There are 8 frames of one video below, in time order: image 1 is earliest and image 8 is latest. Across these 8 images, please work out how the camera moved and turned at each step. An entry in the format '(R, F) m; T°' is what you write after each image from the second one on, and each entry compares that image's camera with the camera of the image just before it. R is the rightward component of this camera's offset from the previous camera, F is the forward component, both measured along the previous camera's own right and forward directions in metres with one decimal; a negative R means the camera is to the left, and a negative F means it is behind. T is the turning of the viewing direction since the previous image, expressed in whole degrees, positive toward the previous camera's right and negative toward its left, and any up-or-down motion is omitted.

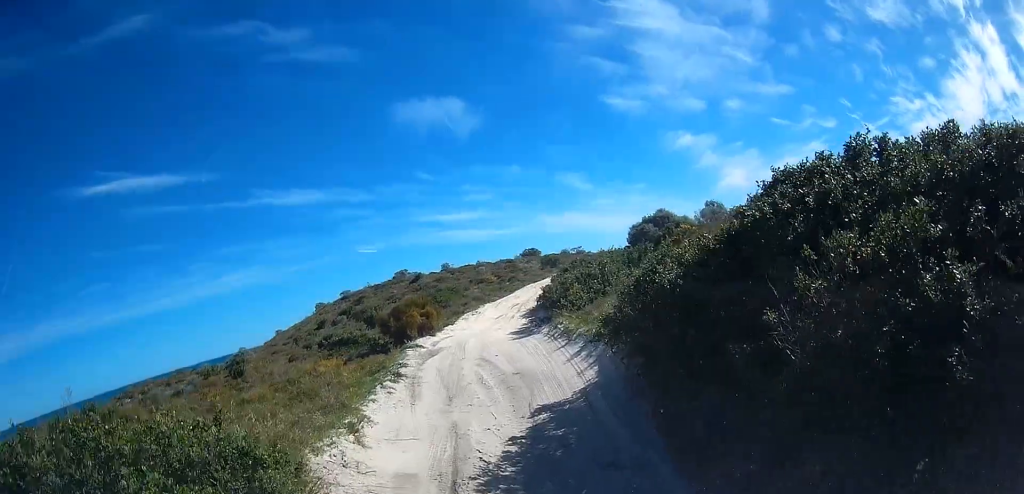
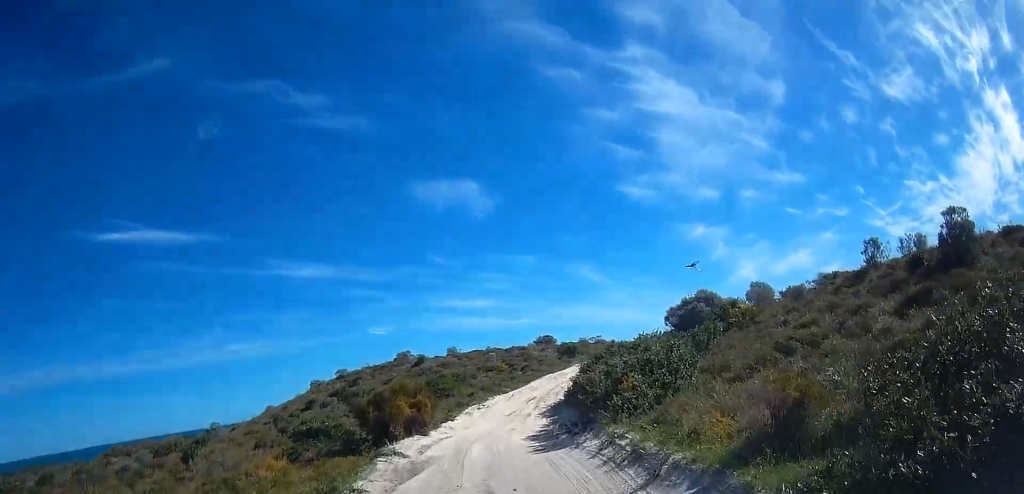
(-0.4, +4.7) m; -6°
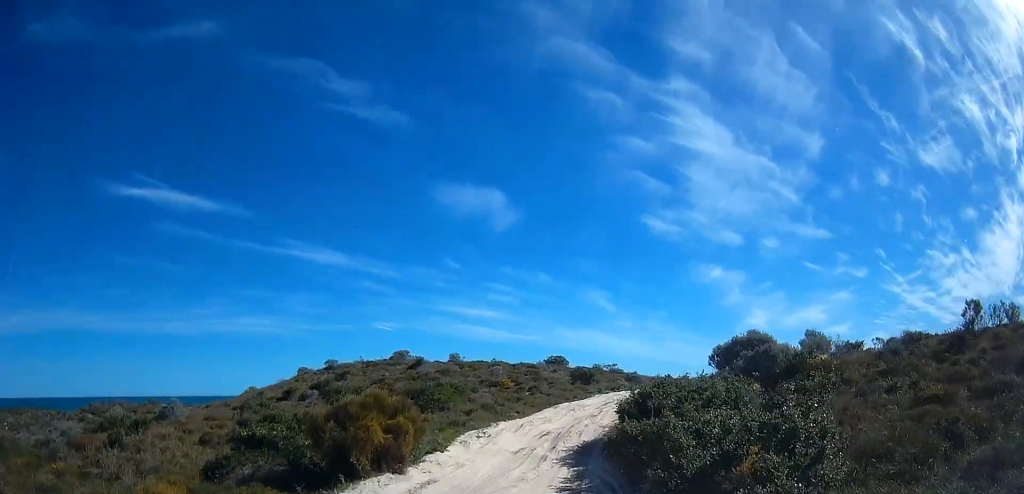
(0.0, +4.2) m; +3°
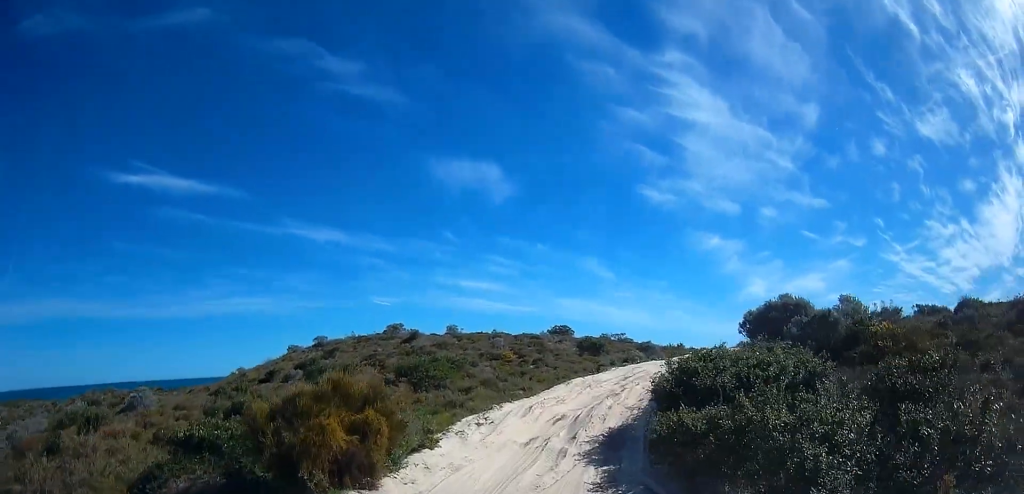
(+0.1, +2.7) m; +3°
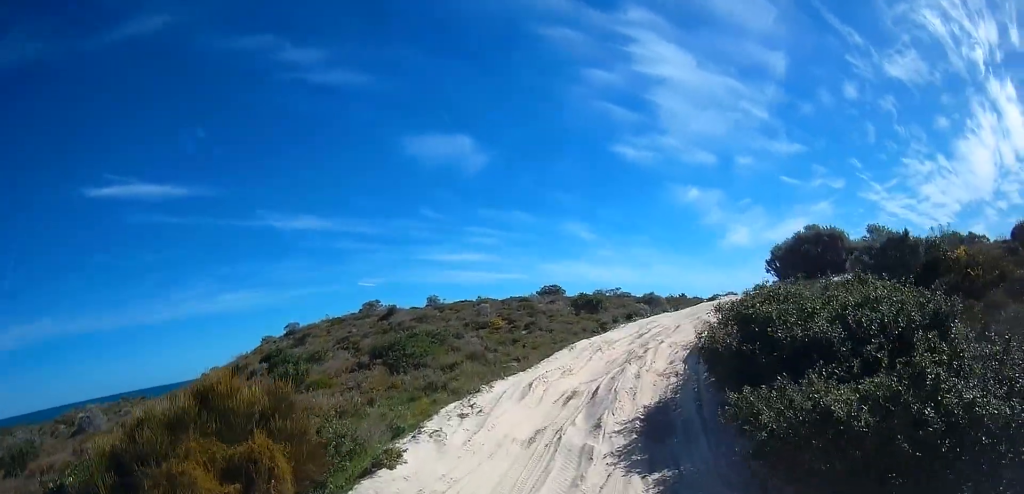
(-0.1, +3.0) m; +2°
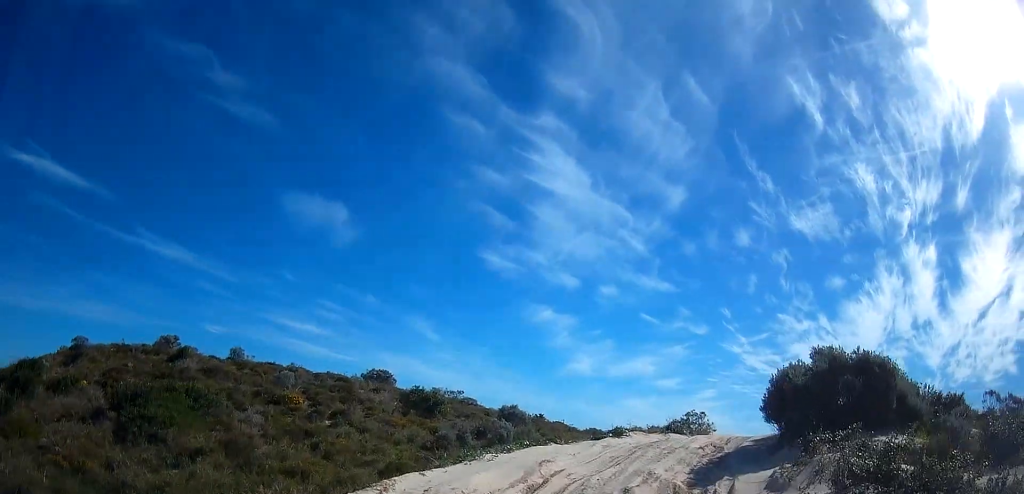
(+0.4, +7.5) m; +7°
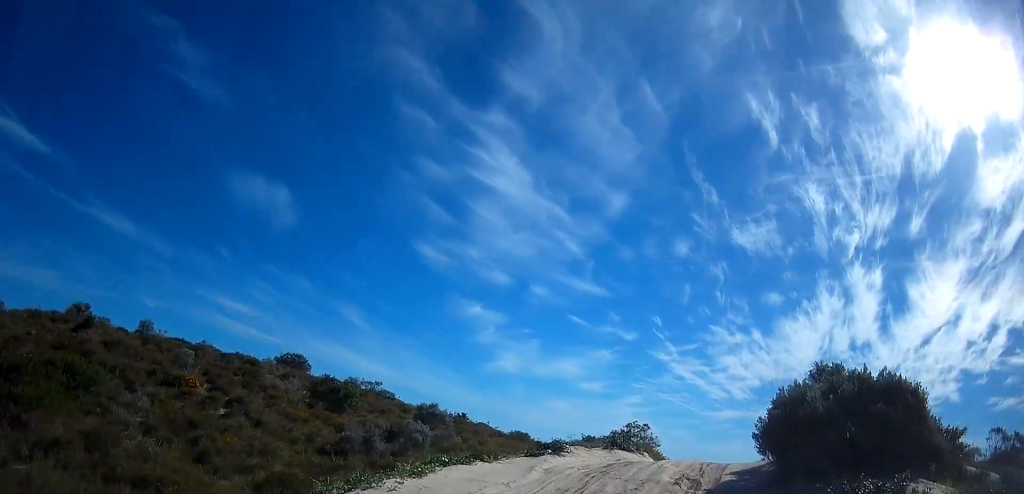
(+0.1, +2.6) m; +9°
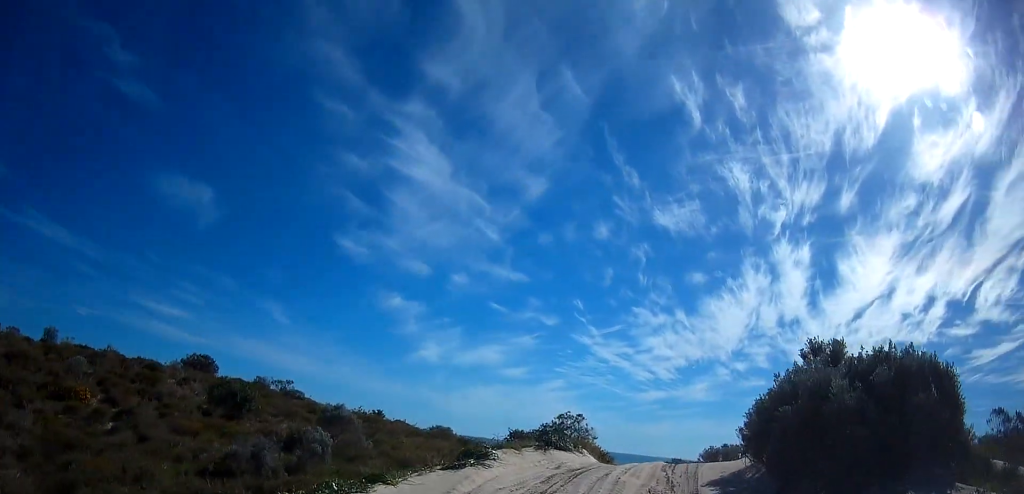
(0.0, +2.2) m; +12°
